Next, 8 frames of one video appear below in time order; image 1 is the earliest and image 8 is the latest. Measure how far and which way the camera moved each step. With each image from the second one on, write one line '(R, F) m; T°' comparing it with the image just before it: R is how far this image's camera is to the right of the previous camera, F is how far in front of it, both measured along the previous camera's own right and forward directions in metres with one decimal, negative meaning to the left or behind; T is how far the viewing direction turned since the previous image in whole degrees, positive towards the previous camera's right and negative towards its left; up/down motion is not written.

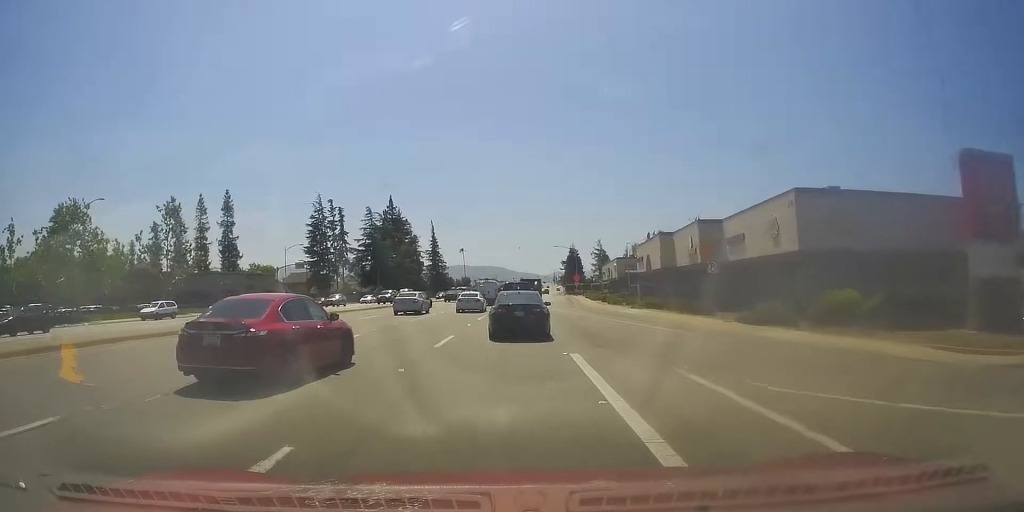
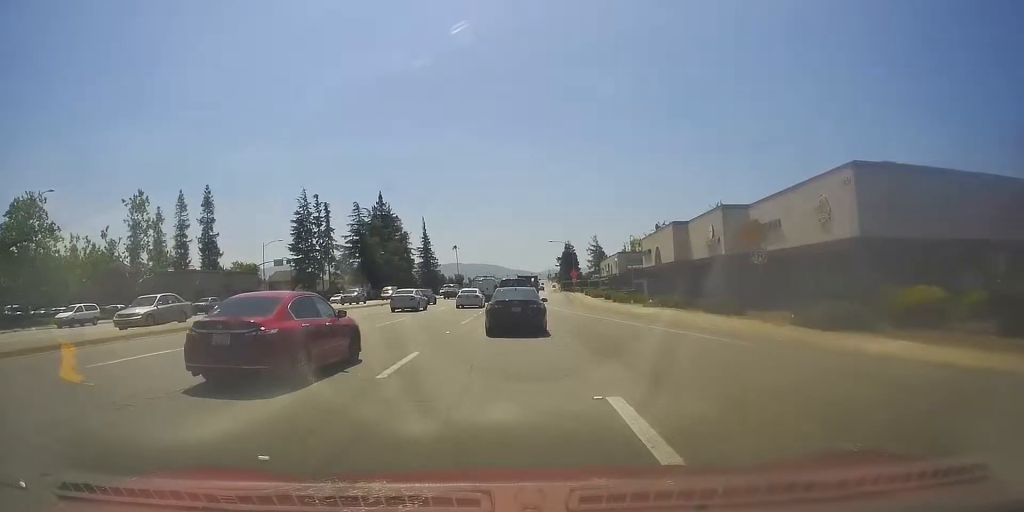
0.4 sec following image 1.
(0.0, +6.2) m; +1°
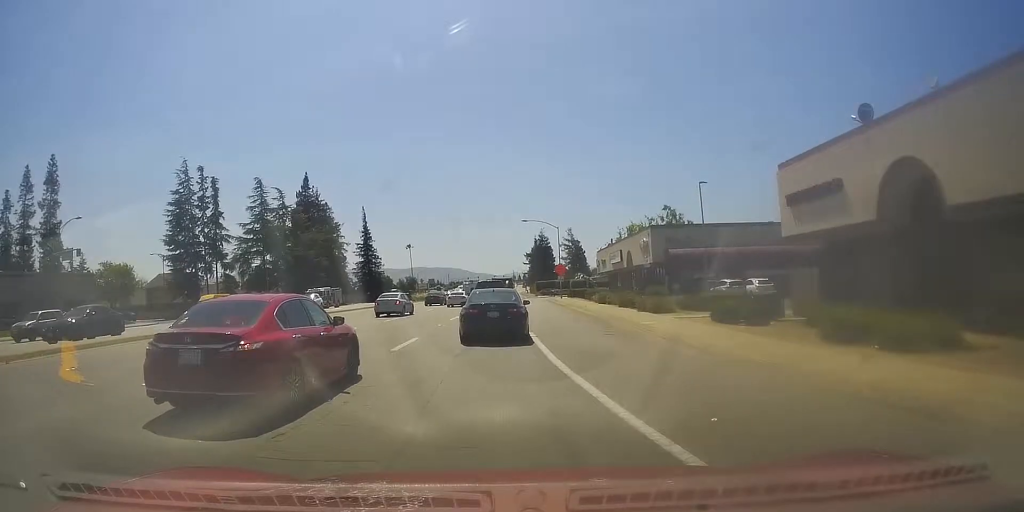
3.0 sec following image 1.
(-0.3, +38.4) m; +1°
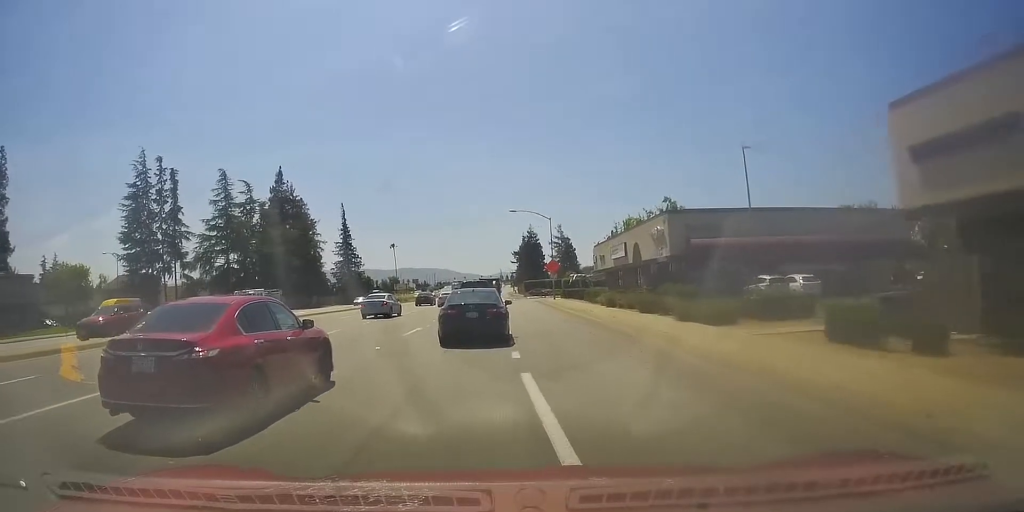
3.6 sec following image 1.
(+0.7, +9.6) m; 0°
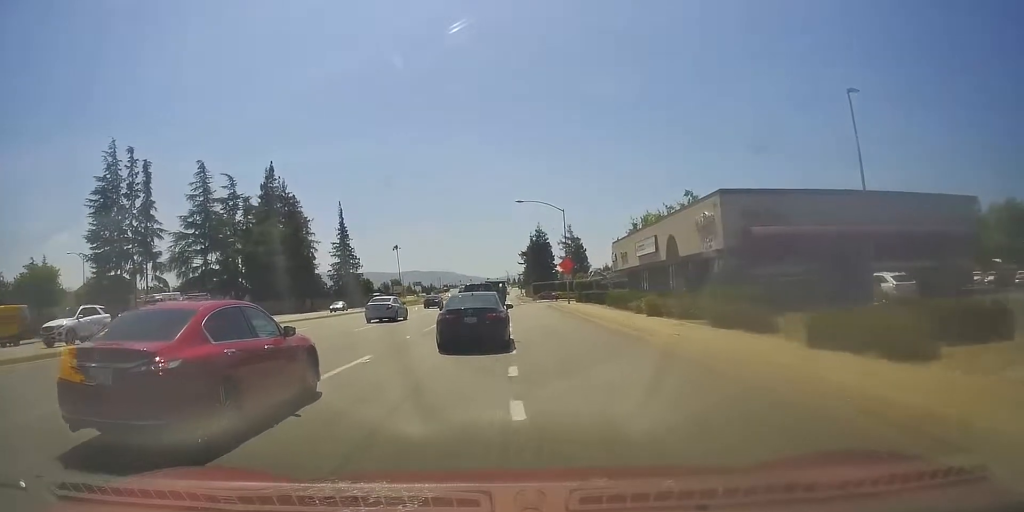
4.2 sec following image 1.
(-0.1, +9.4) m; -1°
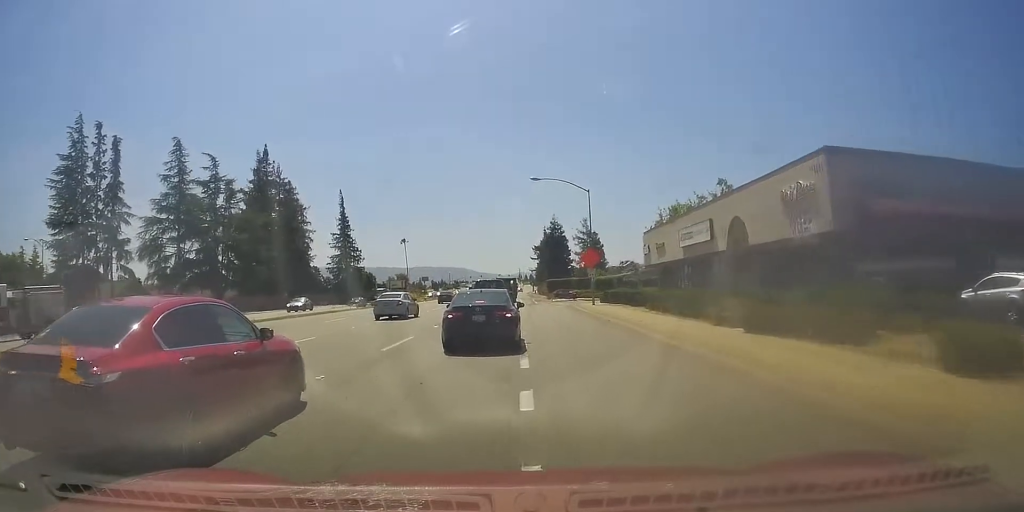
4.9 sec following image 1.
(-0.5, +10.2) m; -1°
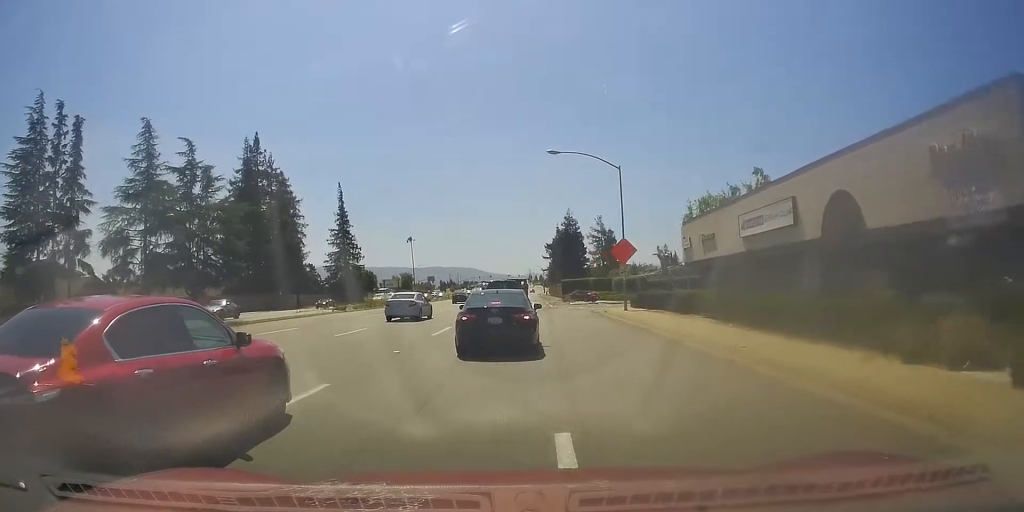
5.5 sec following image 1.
(+0.2, +10.0) m; +2°
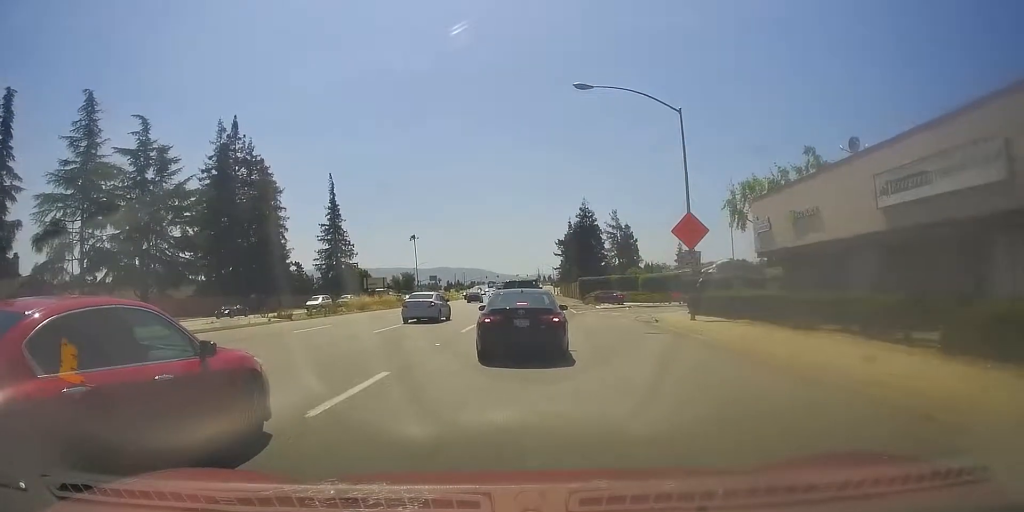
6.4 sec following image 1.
(+0.4, +13.7) m; +1°
